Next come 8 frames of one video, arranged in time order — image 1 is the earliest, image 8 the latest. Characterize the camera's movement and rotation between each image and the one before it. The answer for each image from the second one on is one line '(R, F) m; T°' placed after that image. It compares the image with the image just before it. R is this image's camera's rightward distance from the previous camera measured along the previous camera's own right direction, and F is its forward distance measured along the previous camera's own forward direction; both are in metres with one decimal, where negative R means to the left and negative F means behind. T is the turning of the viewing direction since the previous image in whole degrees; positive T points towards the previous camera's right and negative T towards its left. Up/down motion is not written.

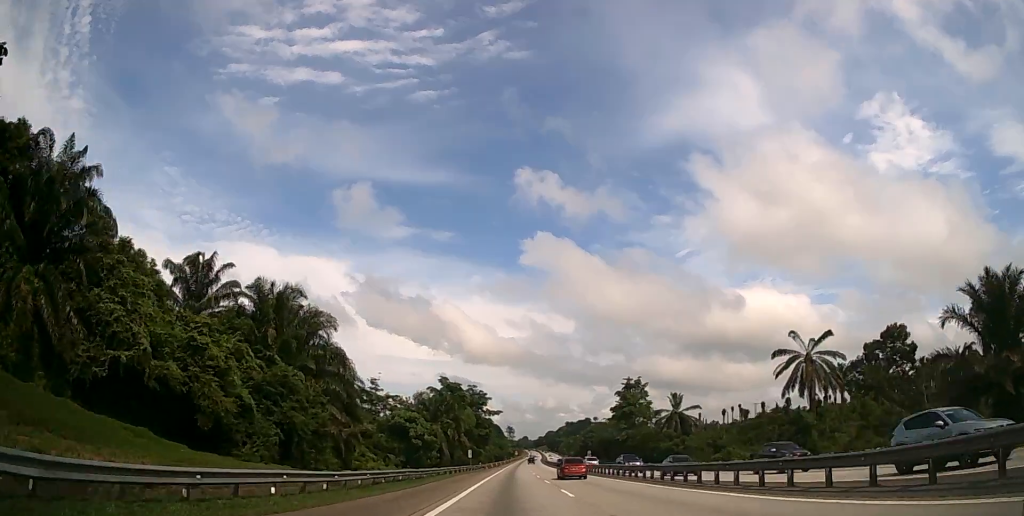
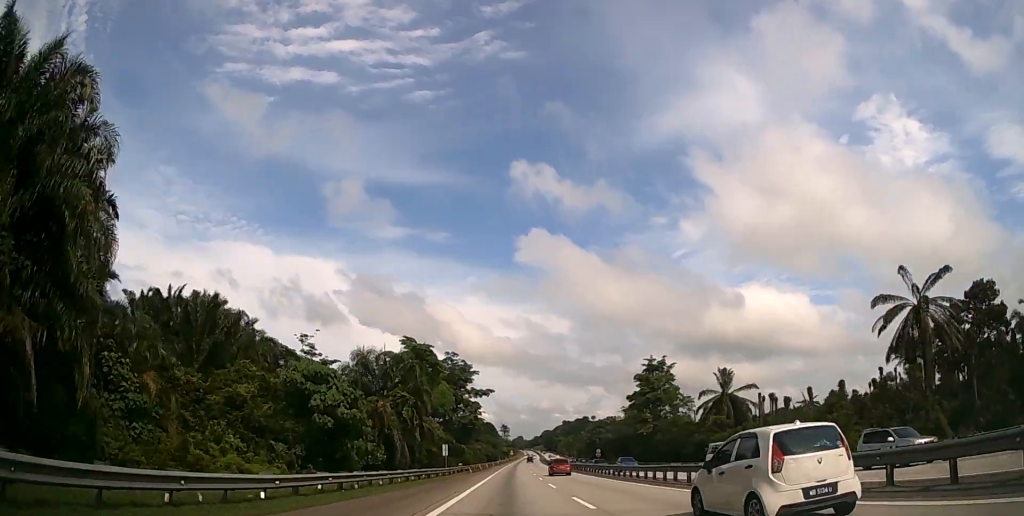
(+0.1, +28.8) m; 0°
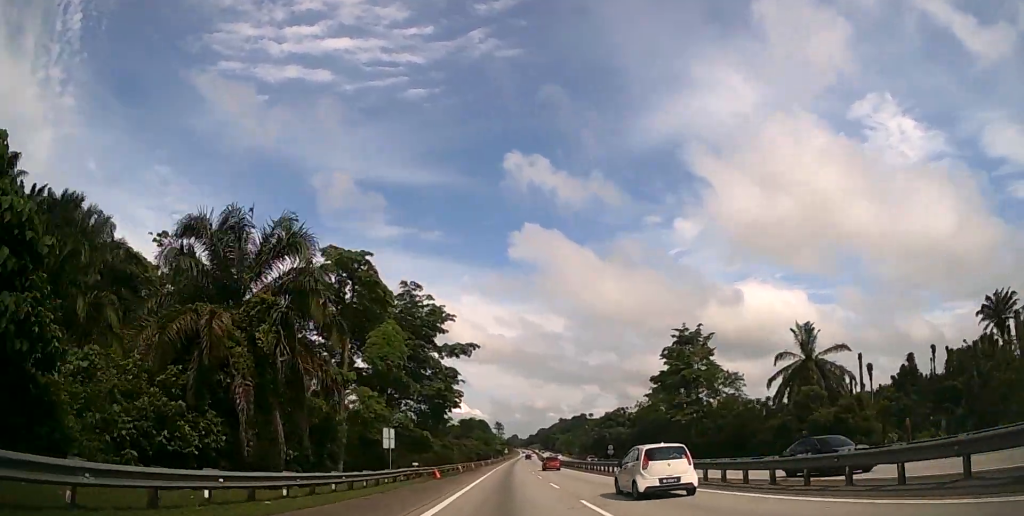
(0.0, +26.6) m; 0°
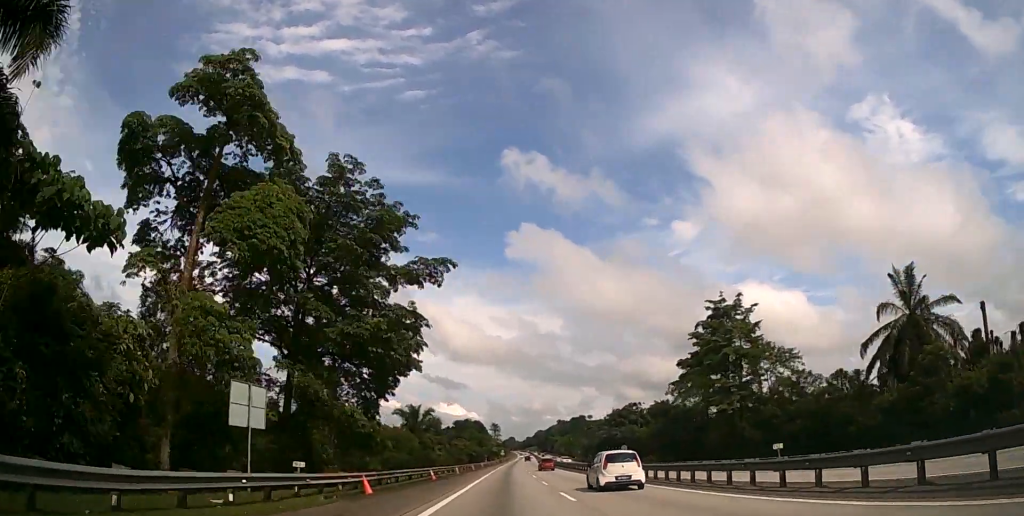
(0.0, +18.8) m; 0°
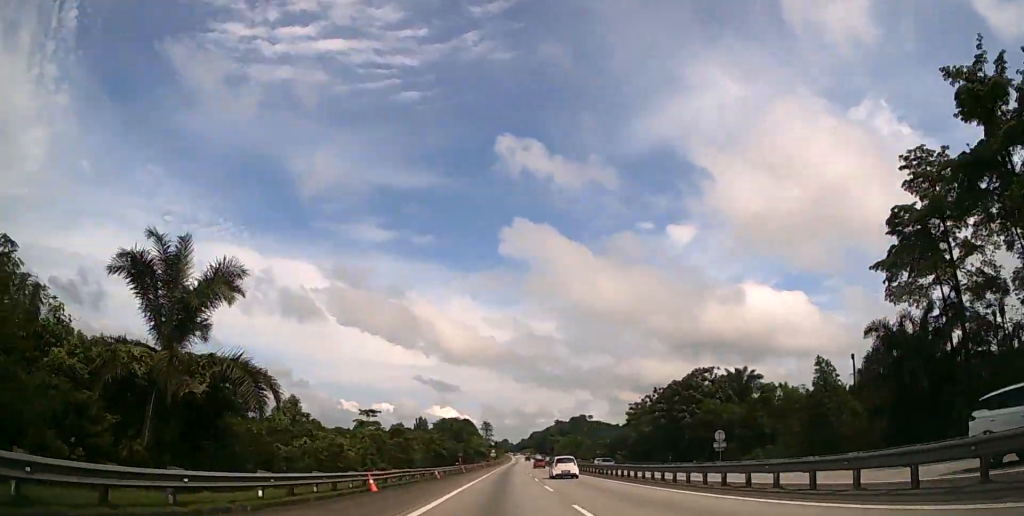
(+0.5, +54.3) m; +1°
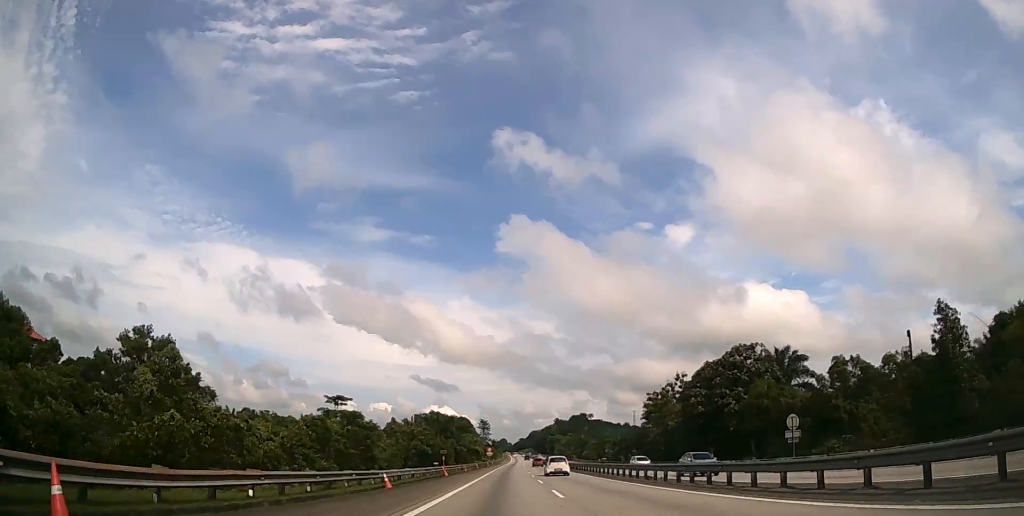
(0.0, +16.6) m; 0°
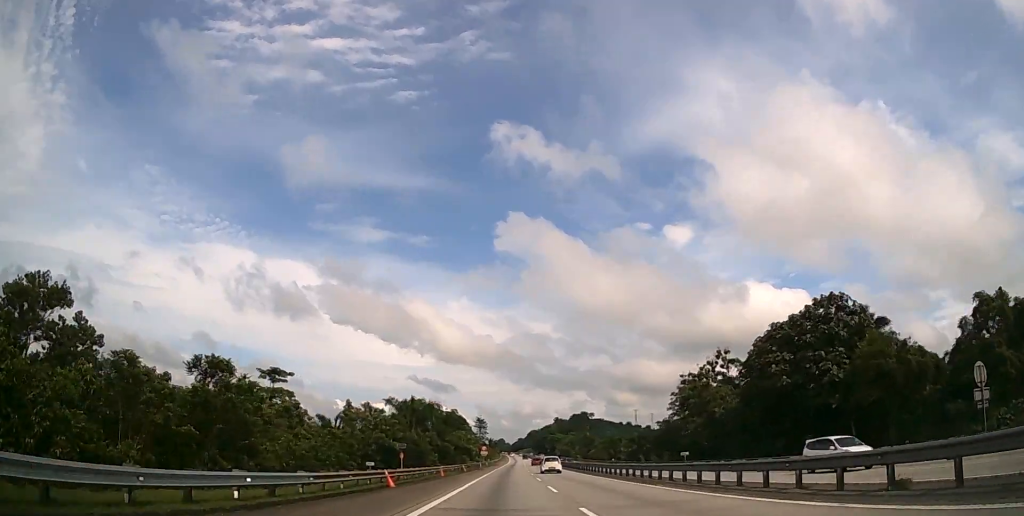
(0.0, +21.0) m; 0°
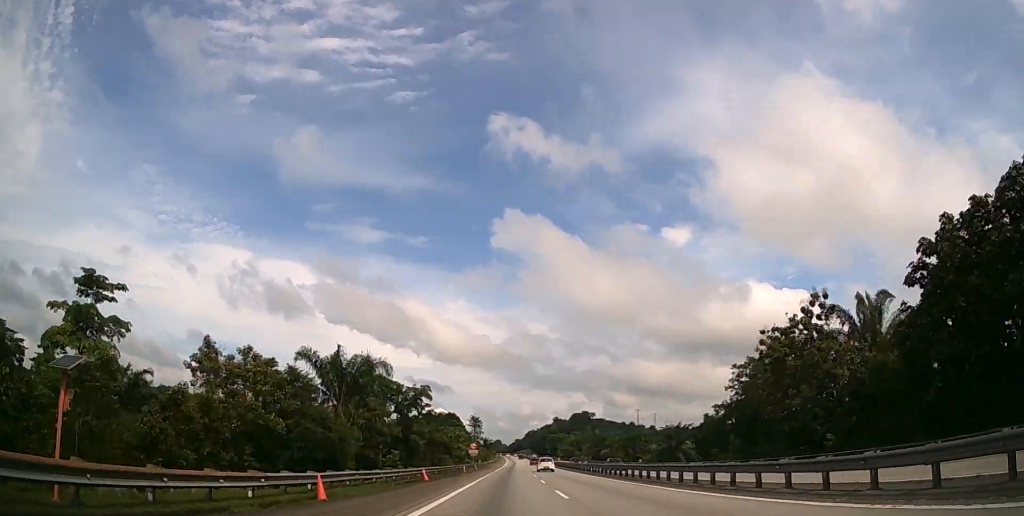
(0.0, +27.5) m; 0°
